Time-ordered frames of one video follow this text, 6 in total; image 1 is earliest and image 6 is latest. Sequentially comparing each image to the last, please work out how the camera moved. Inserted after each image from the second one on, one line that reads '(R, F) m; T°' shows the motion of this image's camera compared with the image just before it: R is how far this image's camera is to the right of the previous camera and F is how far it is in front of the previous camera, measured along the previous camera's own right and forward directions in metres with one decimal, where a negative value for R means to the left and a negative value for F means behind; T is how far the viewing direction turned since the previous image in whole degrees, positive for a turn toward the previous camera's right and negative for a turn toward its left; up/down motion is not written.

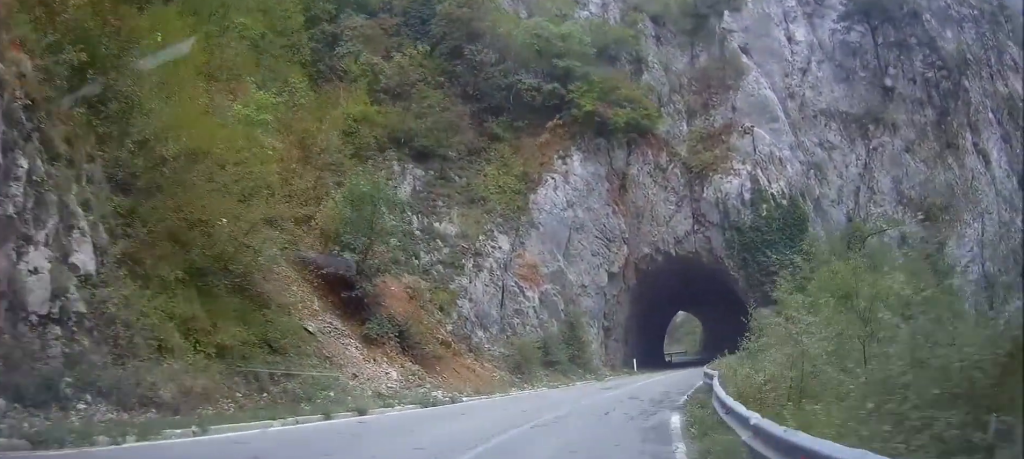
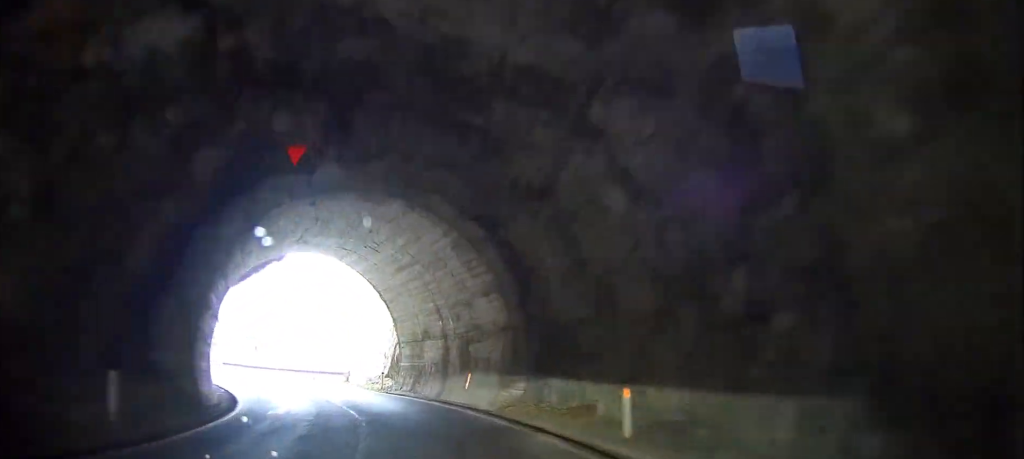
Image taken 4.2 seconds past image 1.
(+2.1, +49.0) m; -12°
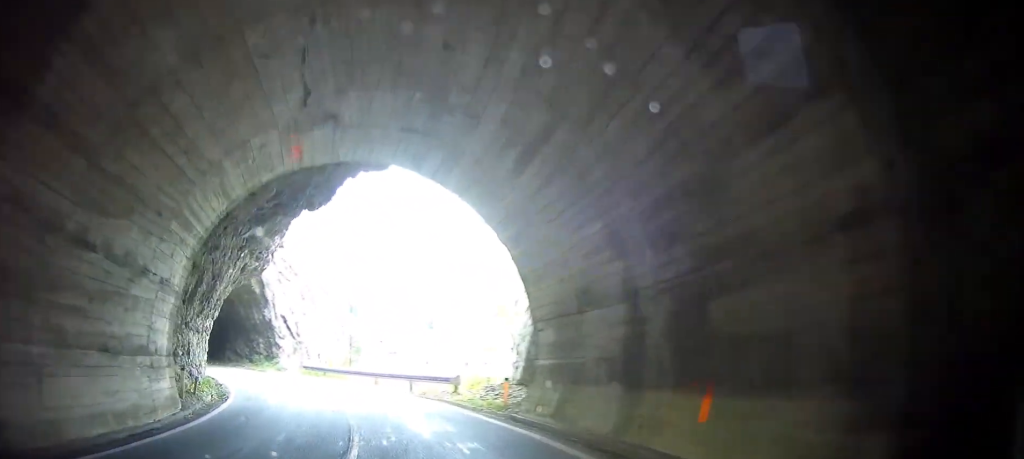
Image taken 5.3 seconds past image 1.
(-0.5, +13.0) m; -5°
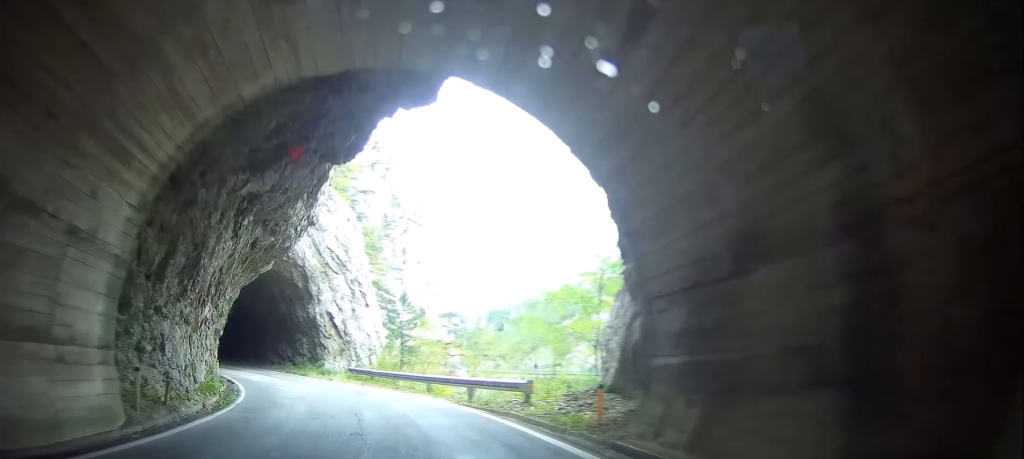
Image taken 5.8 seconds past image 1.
(+0.2, +5.3) m; -5°
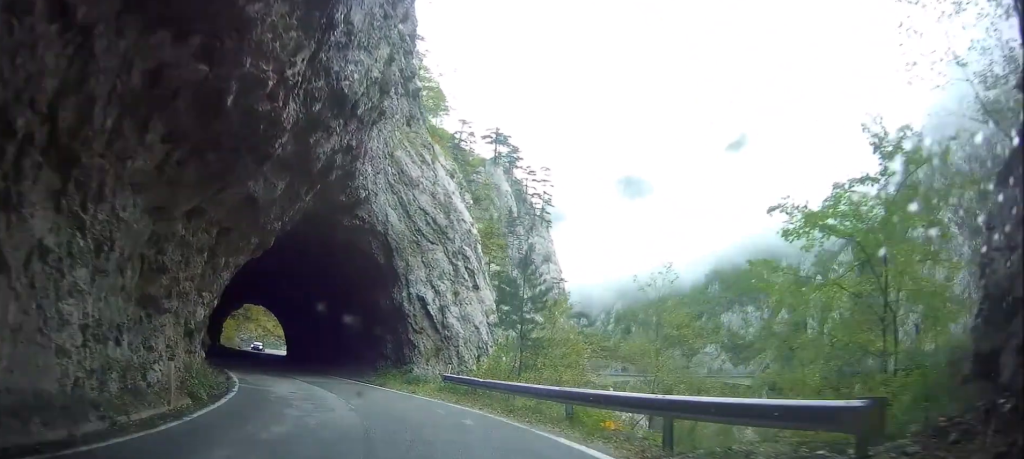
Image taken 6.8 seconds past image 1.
(-1.4, +10.9) m; -17°
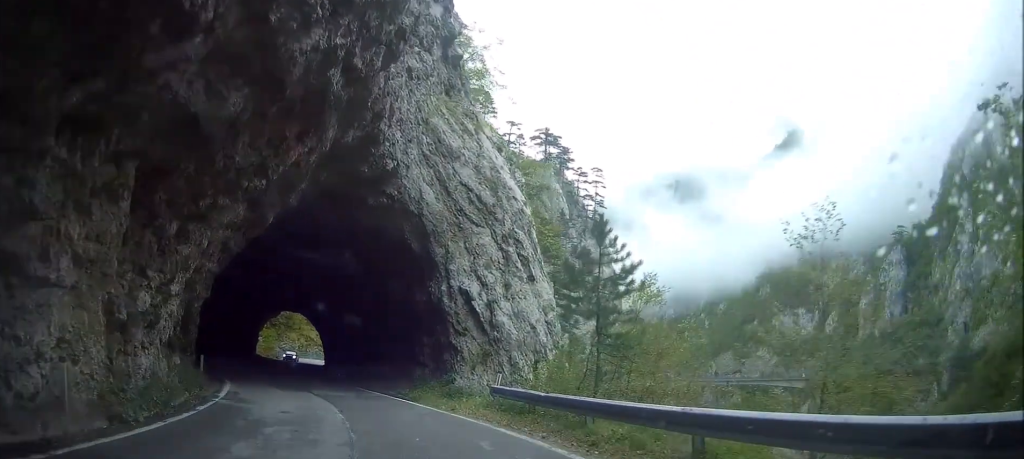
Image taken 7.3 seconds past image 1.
(-0.3, +4.5) m; -7°
